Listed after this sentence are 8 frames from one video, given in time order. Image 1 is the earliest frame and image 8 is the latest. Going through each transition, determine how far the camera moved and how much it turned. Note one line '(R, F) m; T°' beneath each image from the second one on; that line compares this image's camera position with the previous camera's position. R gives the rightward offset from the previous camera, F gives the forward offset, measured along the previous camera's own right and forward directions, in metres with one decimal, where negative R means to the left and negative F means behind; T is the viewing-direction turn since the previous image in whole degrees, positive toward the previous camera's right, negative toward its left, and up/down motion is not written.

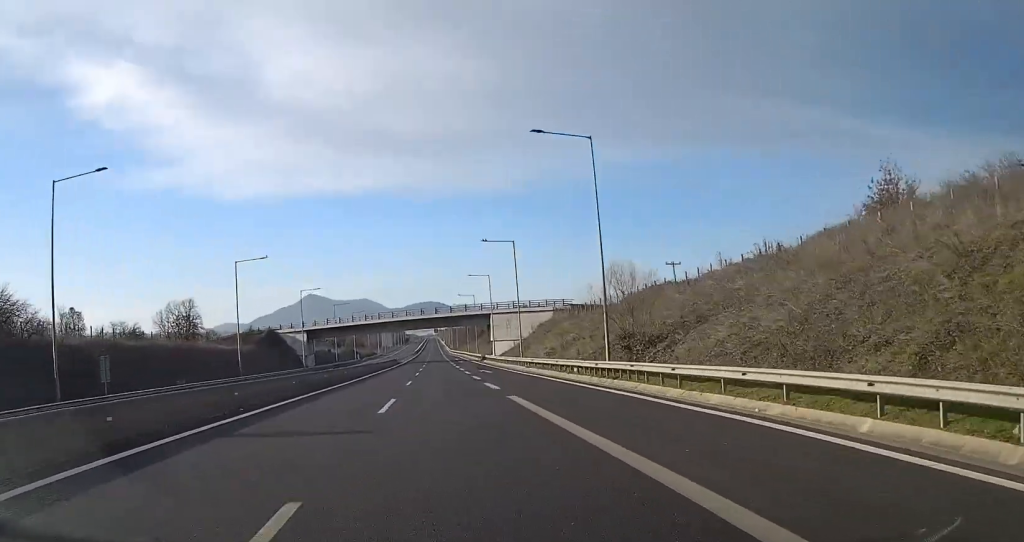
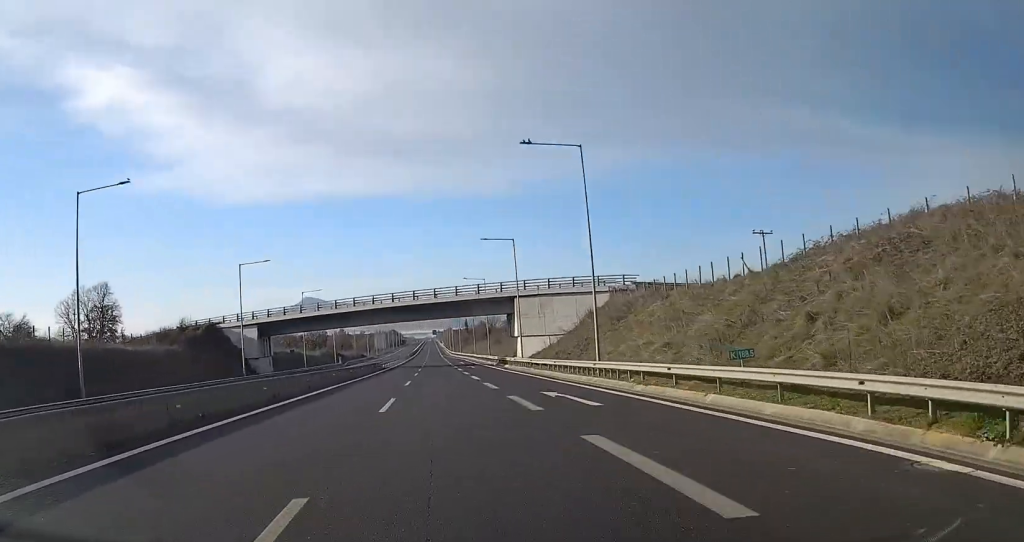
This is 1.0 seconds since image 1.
(+0.1, +35.6) m; +1°
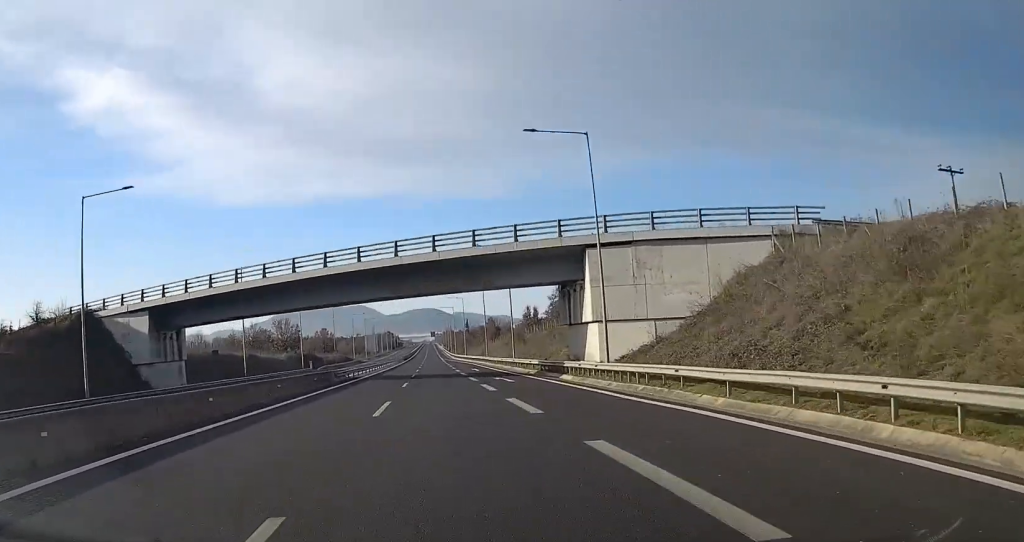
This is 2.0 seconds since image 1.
(+0.3, +36.7) m; 0°
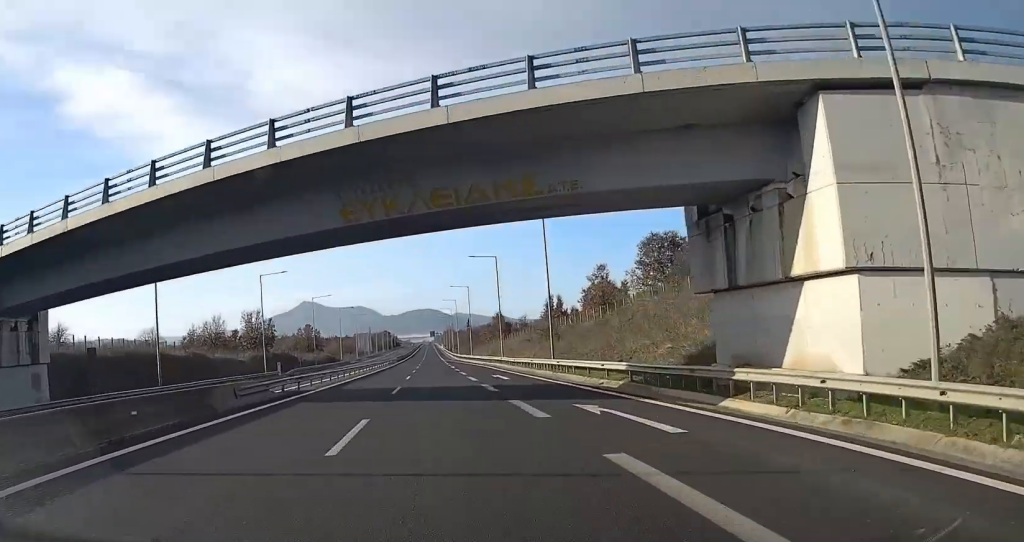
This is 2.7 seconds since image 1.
(+0.1, +25.6) m; 0°
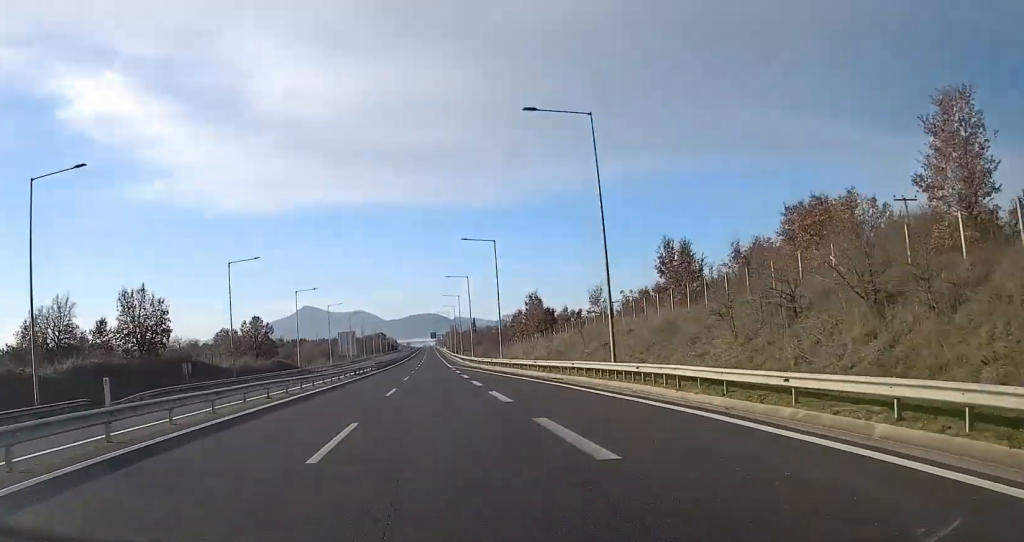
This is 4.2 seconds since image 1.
(-0.3, +54.9) m; 0°
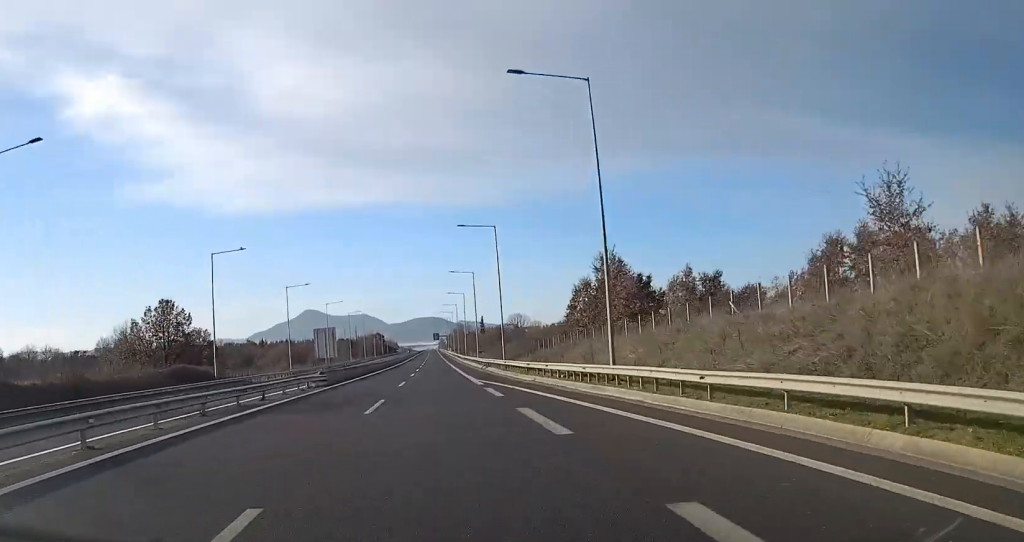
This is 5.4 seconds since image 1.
(+0.2, +45.2) m; 0°
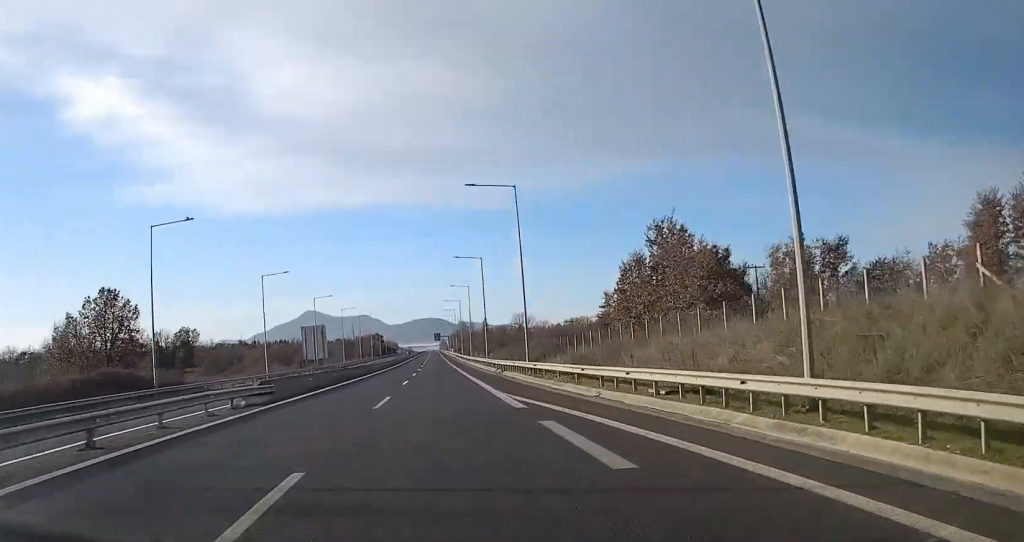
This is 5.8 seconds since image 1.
(0.0, +15.9) m; 0°
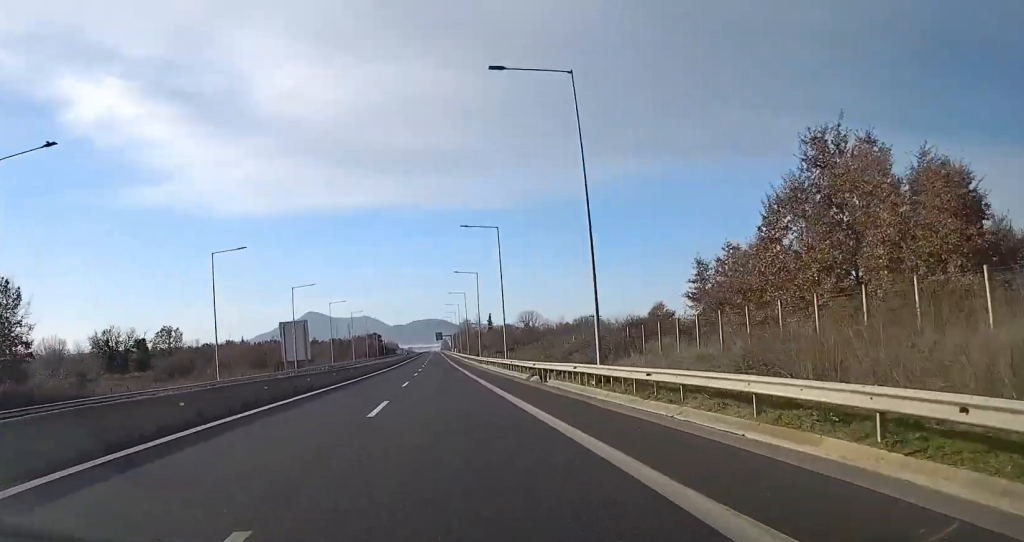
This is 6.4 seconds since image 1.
(-0.1, +20.7) m; 0°
